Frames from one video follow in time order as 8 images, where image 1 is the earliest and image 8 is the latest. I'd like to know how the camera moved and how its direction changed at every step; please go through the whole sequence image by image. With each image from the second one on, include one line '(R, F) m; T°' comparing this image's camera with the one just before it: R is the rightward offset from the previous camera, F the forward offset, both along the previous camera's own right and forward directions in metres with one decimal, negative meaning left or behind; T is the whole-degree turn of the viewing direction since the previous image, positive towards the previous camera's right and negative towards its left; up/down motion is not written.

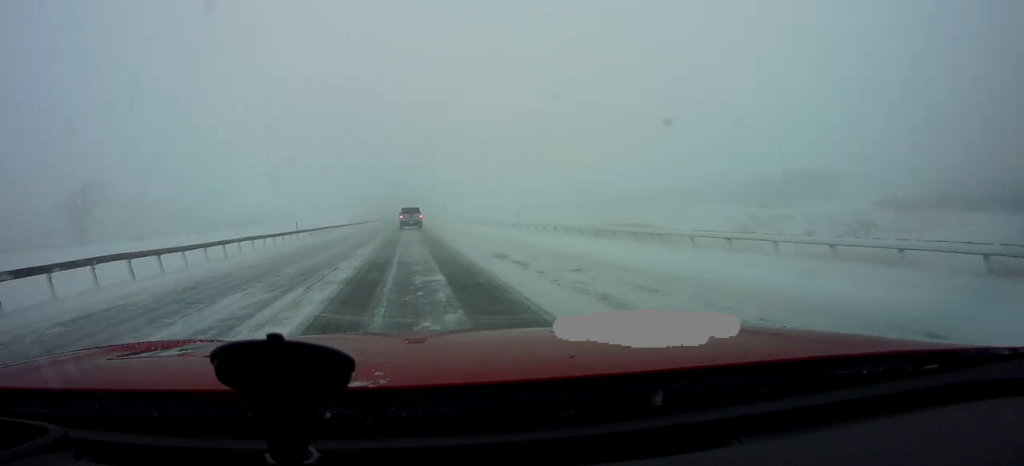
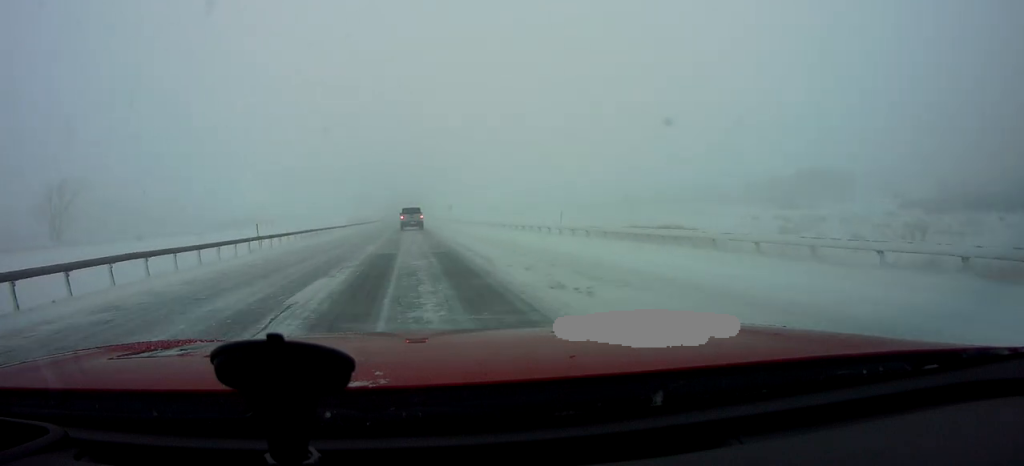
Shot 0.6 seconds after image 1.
(-0.1, +10.8) m; -1°
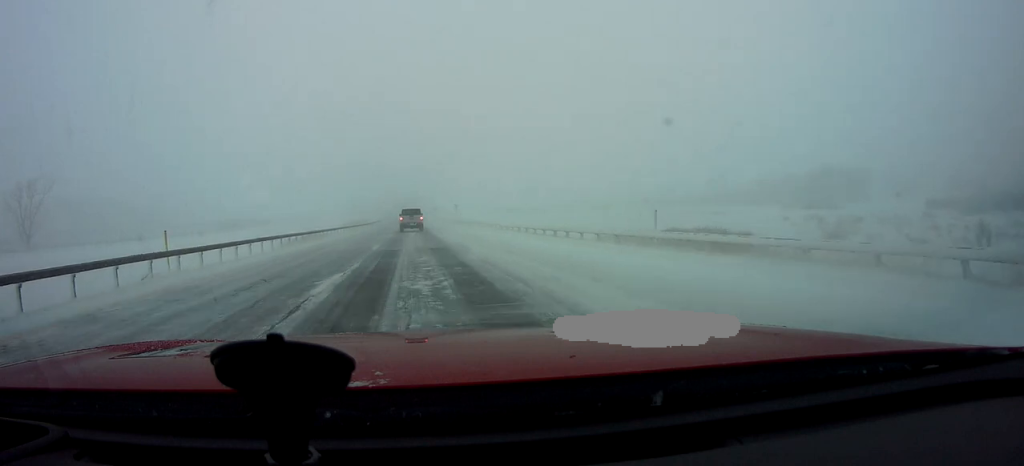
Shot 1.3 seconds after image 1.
(-0.6, +11.3) m; 0°
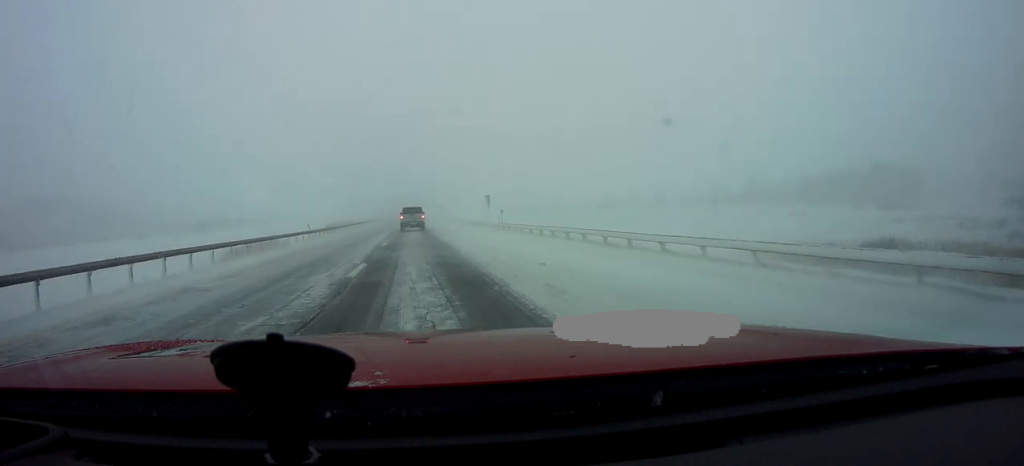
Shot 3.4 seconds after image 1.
(+1.1, +35.0) m; +2°
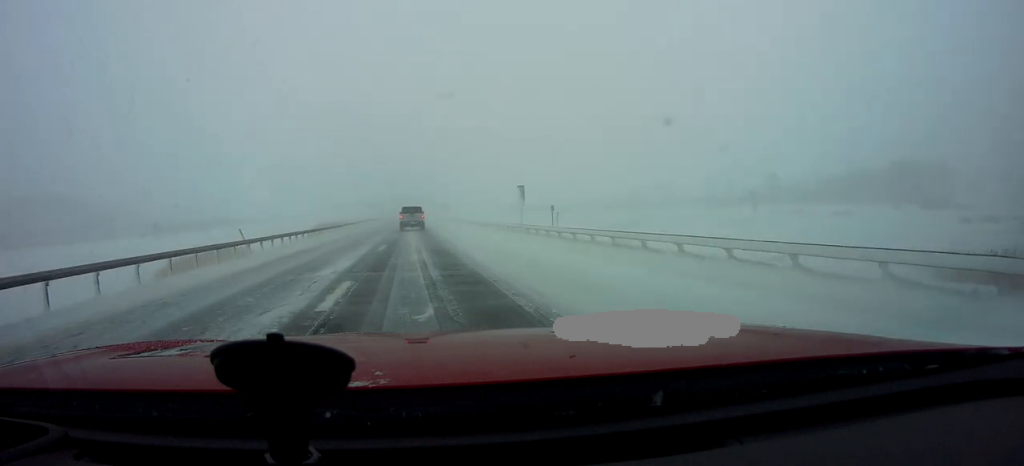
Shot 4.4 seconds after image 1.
(+0.3, +16.4) m; 0°
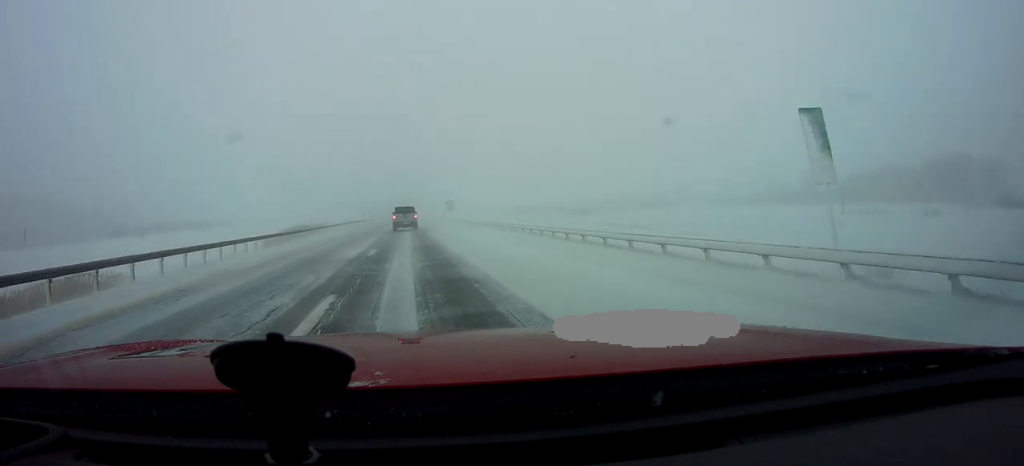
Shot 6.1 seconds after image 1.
(+0.4, +27.1) m; +2°
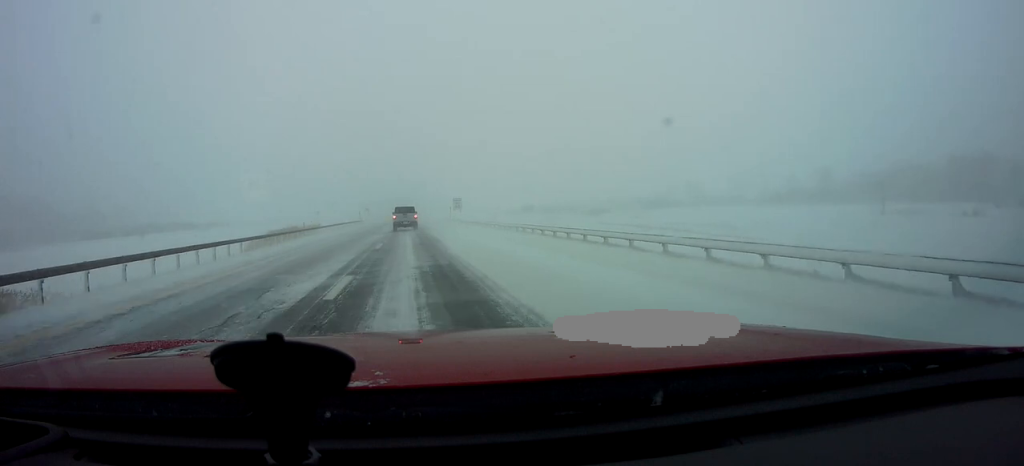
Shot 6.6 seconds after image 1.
(+0.1, +9.2) m; 0°
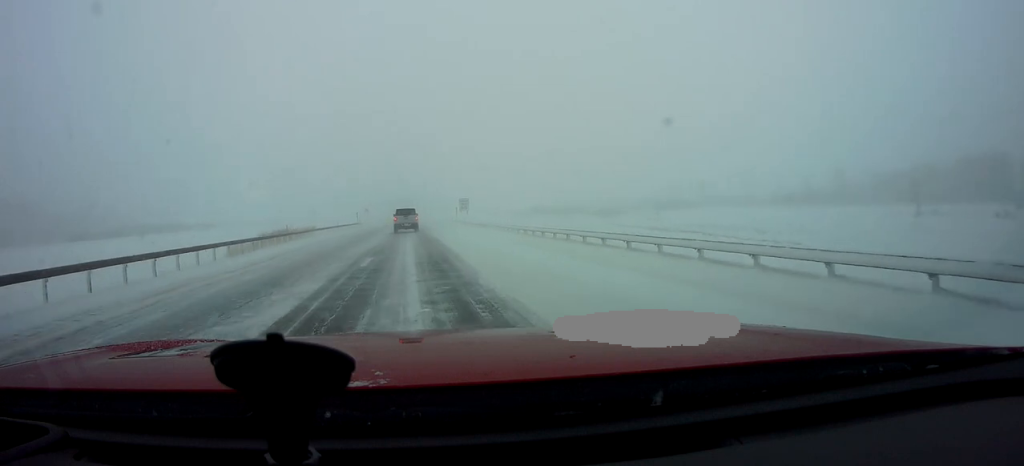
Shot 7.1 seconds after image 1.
(-0.1, +7.0) m; -1°
